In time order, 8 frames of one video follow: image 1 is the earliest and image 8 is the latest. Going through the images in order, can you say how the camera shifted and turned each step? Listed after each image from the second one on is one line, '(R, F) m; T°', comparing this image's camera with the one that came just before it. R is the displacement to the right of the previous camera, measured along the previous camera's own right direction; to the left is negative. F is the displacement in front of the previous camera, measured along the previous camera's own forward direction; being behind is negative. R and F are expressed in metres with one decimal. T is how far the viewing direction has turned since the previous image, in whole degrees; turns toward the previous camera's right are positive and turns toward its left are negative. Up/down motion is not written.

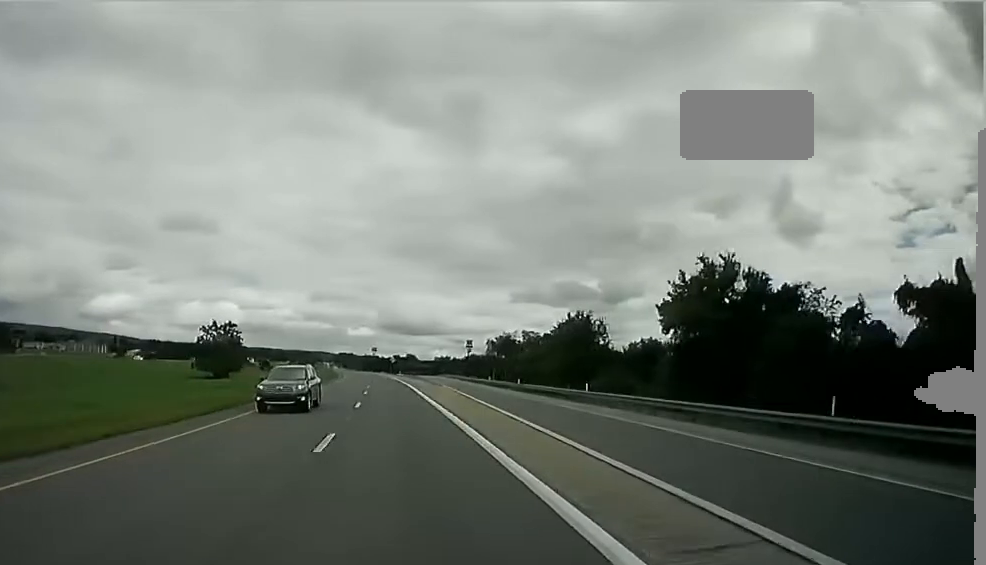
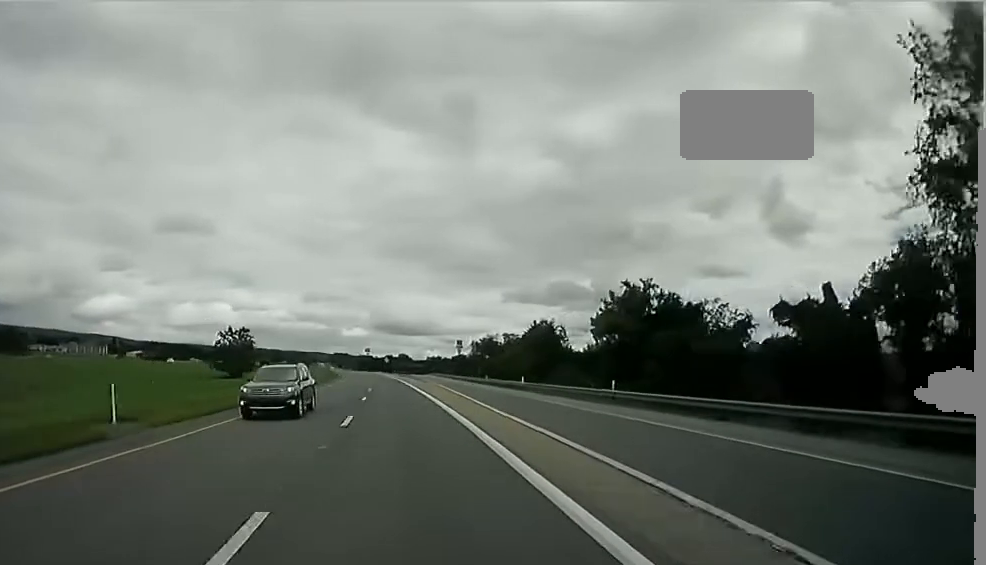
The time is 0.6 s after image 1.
(-0.1, +16.7) m; -1°
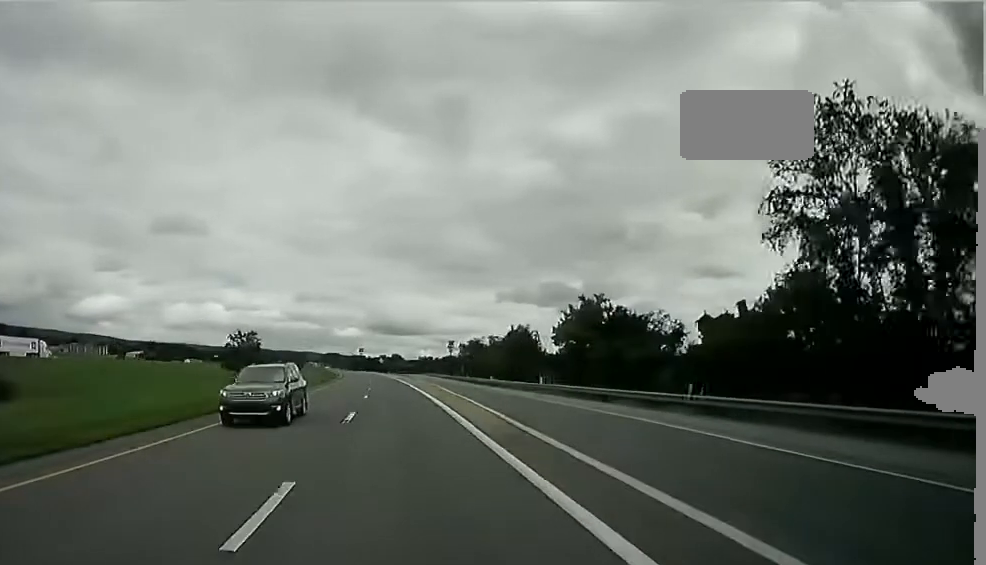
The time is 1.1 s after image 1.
(-0.2, +13.9) m; -1°
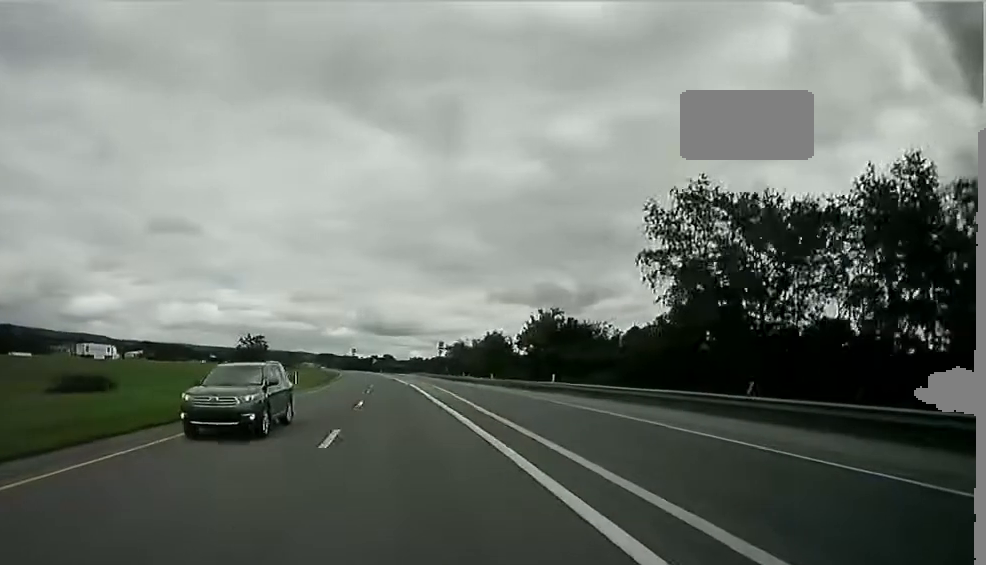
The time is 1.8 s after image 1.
(-0.1, +18.5) m; -1°
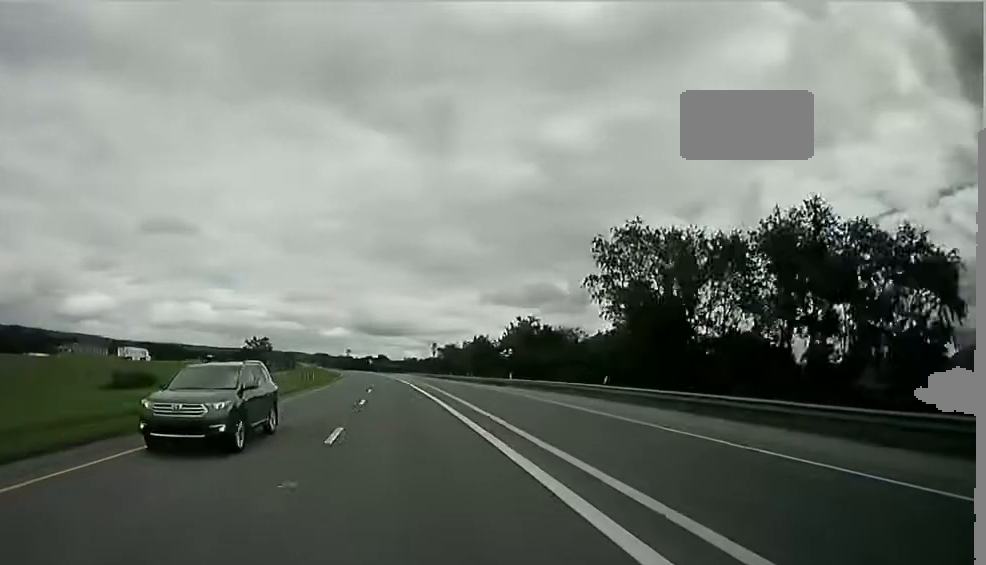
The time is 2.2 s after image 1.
(+0.1, +13.0) m; -1°
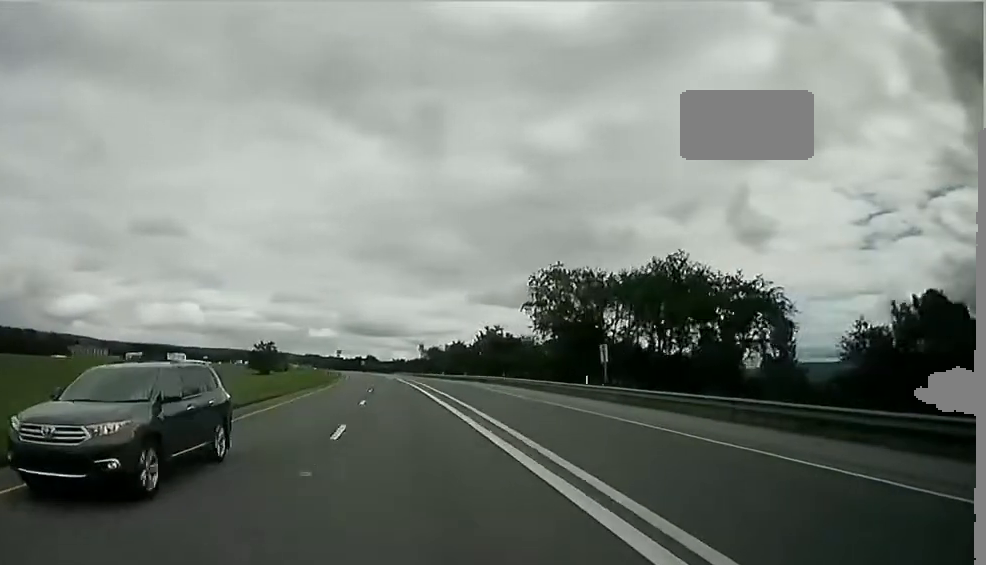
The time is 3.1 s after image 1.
(-0.5, +25.0) m; -1°
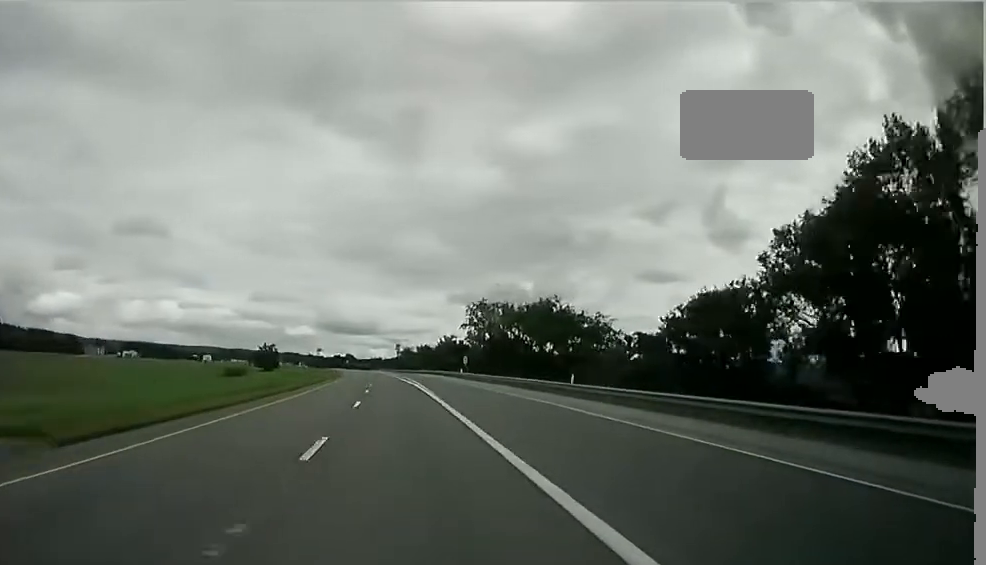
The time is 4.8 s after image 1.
(-0.6, +45.3) m; -2°
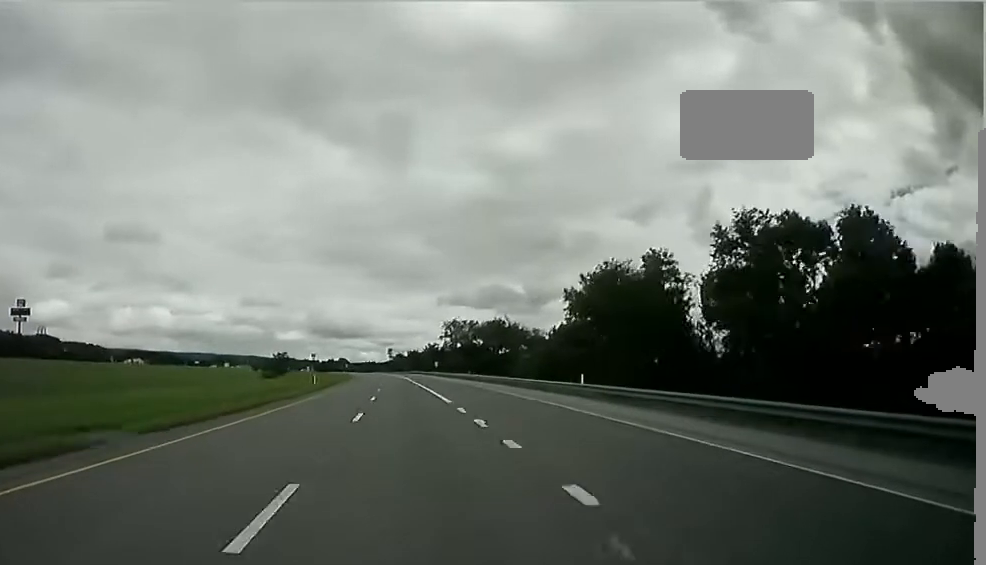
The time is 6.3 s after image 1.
(-0.8, +43.5) m; -1°
